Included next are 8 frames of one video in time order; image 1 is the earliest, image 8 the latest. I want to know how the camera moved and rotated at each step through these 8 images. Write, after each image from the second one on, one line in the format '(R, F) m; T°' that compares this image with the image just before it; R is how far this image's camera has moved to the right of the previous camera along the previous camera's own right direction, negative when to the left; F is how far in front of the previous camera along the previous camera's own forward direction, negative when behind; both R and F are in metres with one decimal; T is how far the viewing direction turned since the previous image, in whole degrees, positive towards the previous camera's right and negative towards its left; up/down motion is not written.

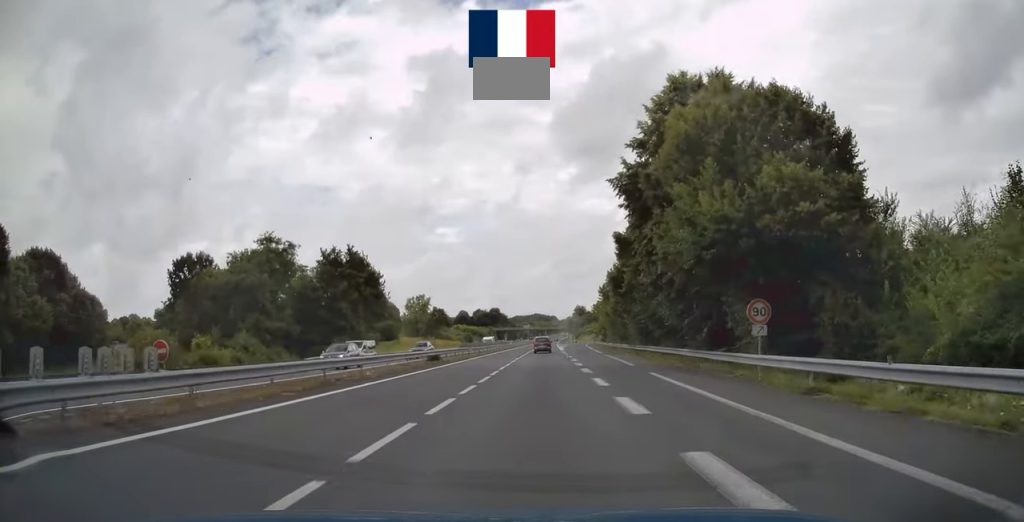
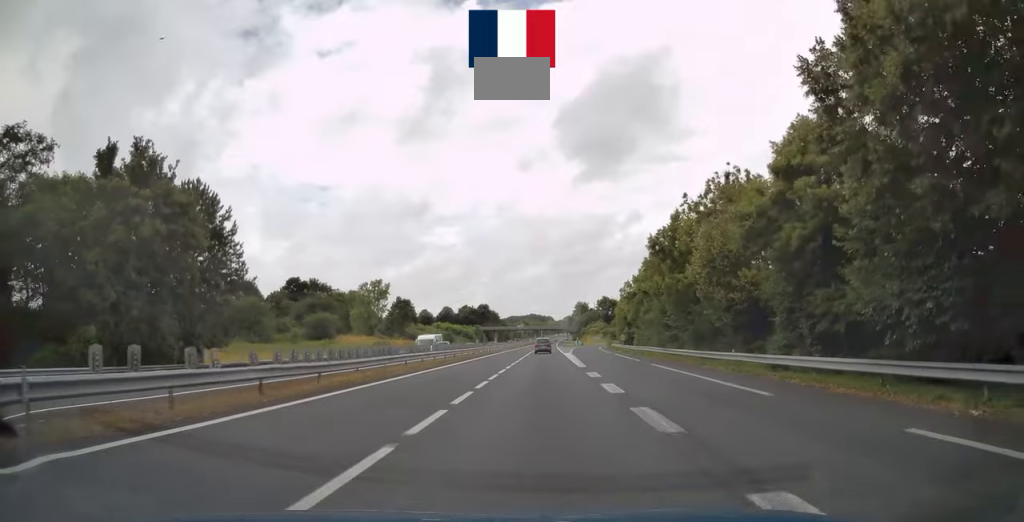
(0.0, +40.9) m; 0°
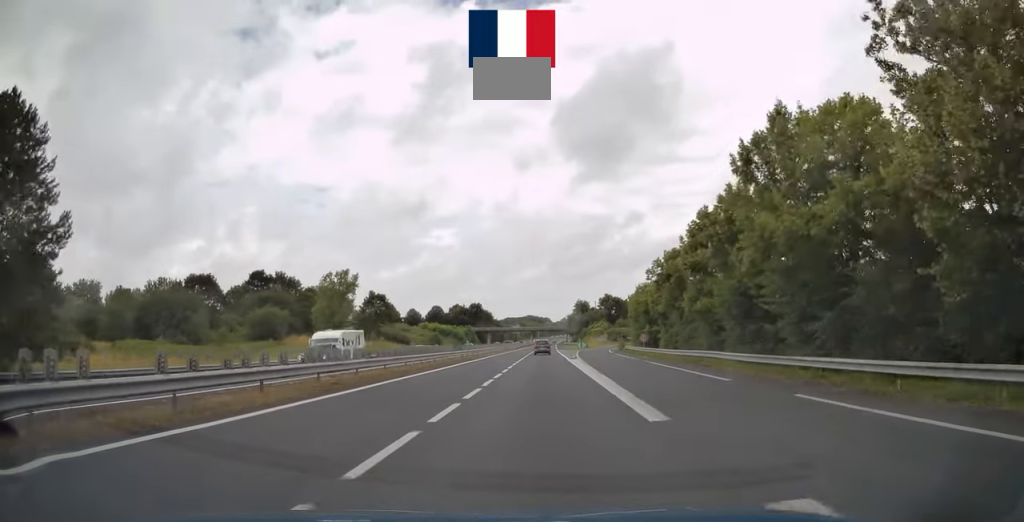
(0.0, +19.9) m; 0°
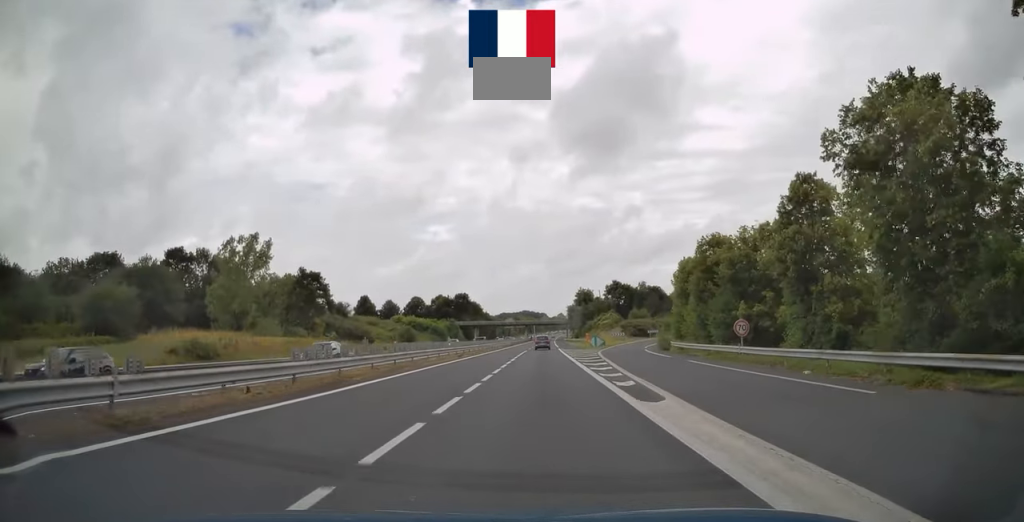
(+0.1, +33.8) m; 0°
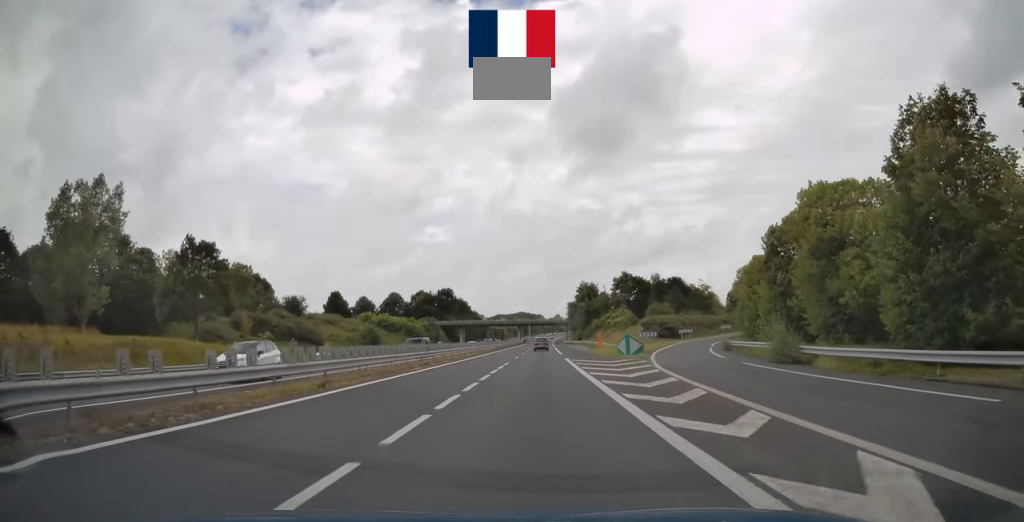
(+0.1, +28.9) m; 0°
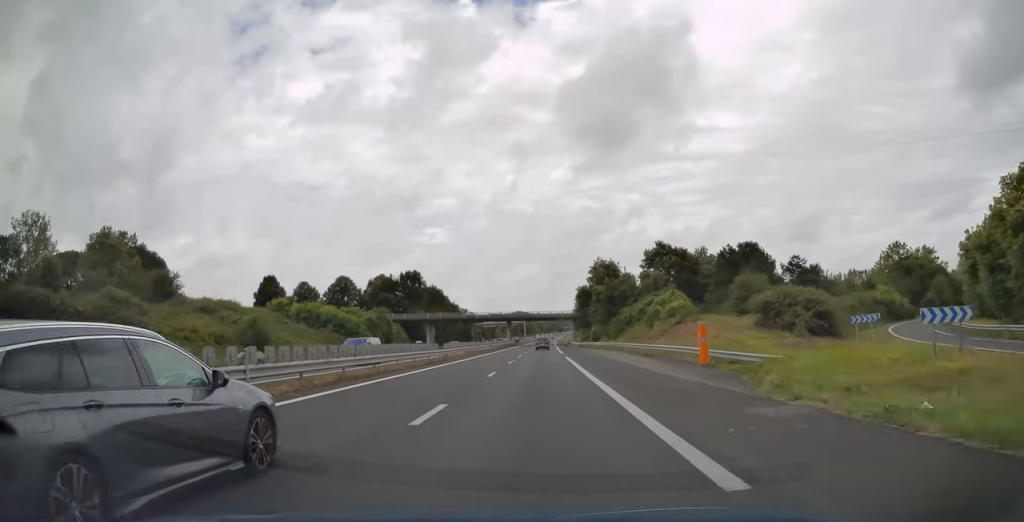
(+0.1, +49.8) m; 0°
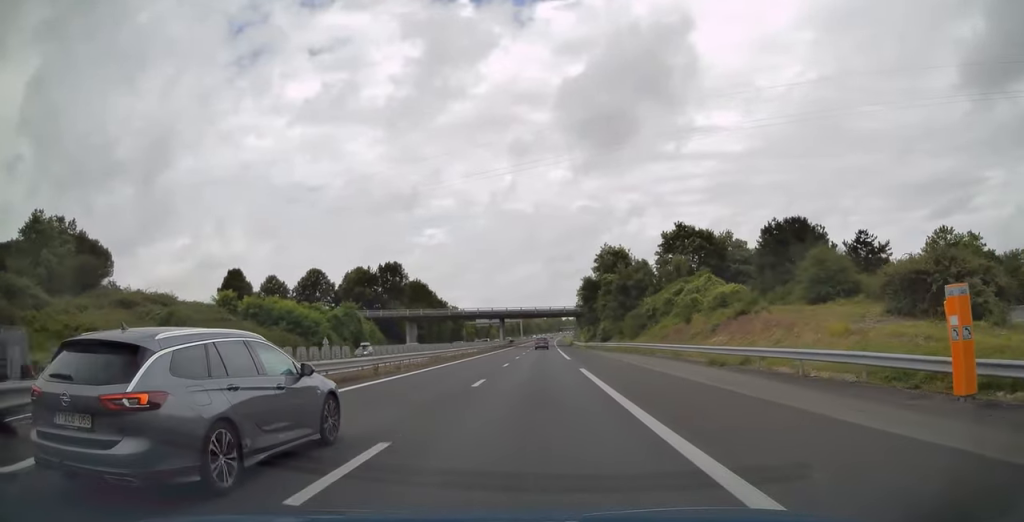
(0.0, +17.7) m; 0°
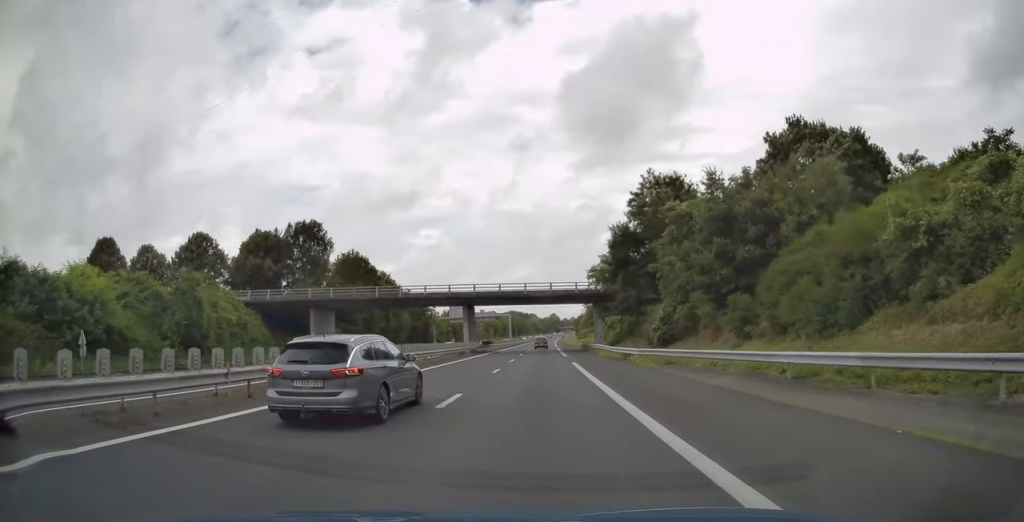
(+0.2, +45.5) m; 0°
